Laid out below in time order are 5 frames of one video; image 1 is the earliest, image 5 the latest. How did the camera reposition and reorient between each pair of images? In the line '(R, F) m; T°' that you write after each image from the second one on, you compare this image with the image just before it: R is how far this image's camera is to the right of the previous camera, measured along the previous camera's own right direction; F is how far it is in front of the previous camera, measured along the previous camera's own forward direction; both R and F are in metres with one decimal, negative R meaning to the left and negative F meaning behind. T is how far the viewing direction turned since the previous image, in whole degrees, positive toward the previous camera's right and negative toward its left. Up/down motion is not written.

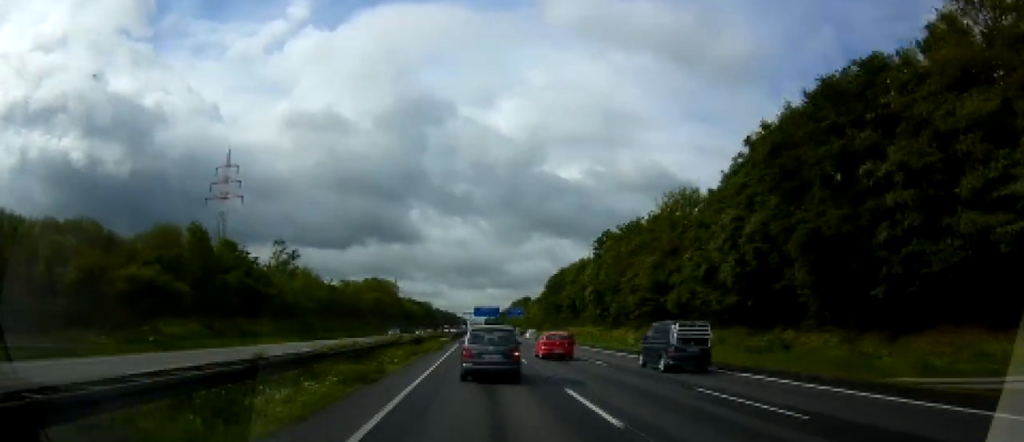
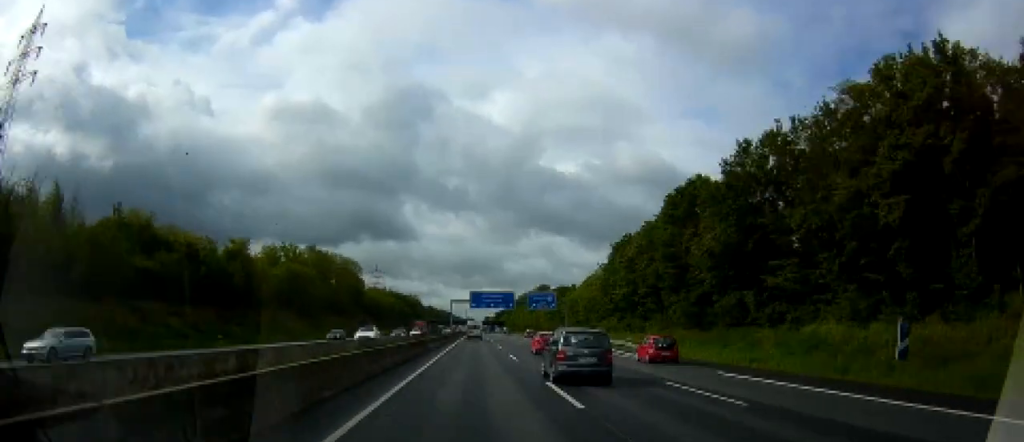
(-2.8, +86.0) m; -1°
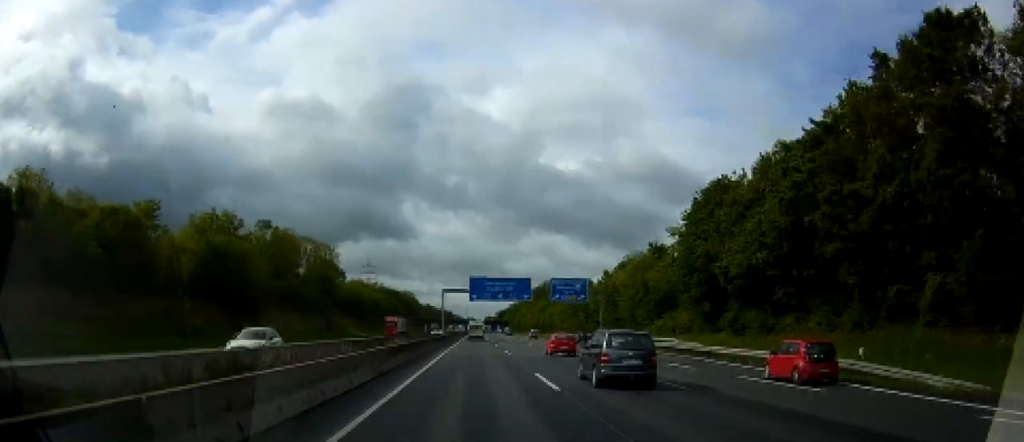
(+0.1, +33.5) m; 0°
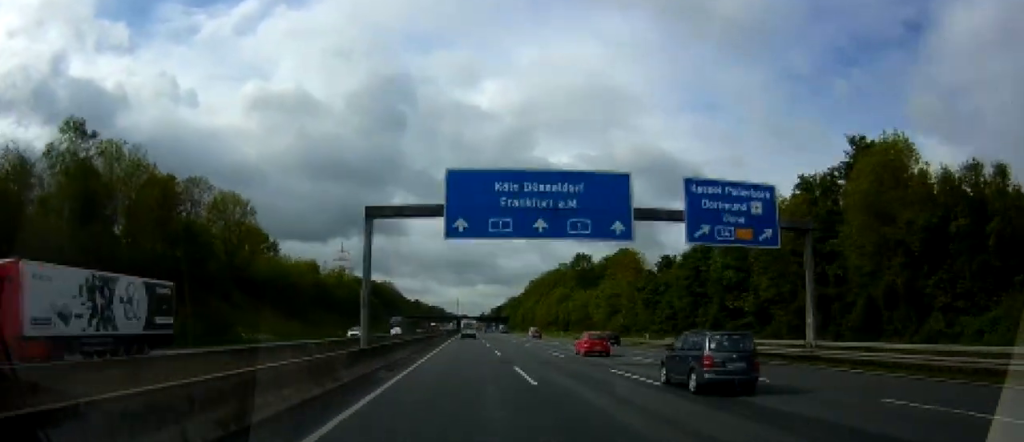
(-0.6, +58.1) m; -1°
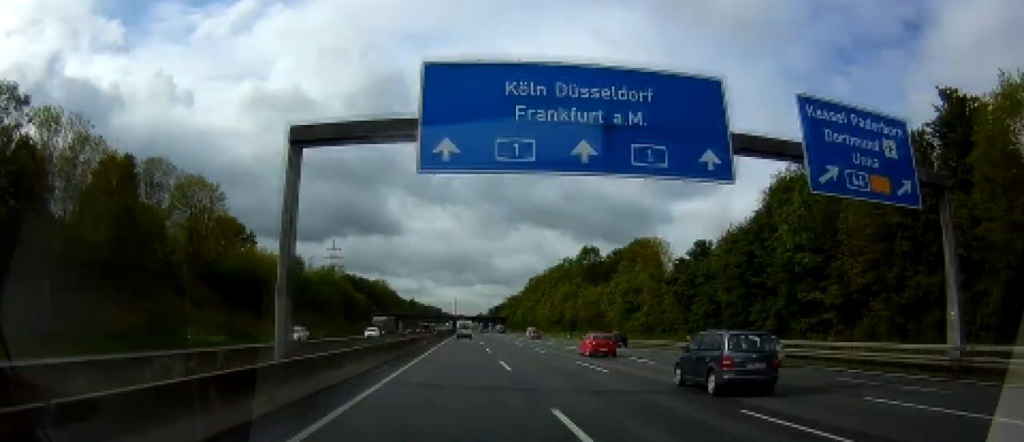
(0.0, +12.0) m; 0°
